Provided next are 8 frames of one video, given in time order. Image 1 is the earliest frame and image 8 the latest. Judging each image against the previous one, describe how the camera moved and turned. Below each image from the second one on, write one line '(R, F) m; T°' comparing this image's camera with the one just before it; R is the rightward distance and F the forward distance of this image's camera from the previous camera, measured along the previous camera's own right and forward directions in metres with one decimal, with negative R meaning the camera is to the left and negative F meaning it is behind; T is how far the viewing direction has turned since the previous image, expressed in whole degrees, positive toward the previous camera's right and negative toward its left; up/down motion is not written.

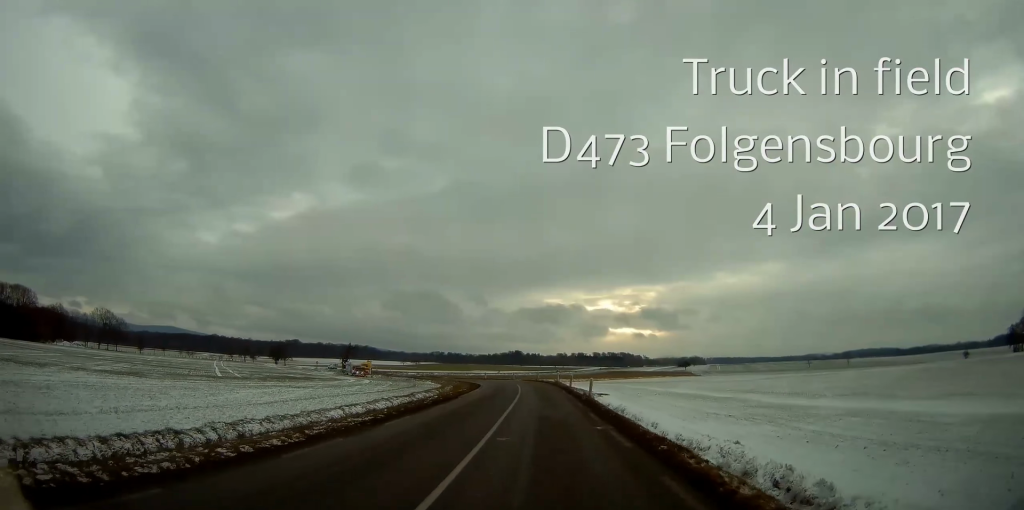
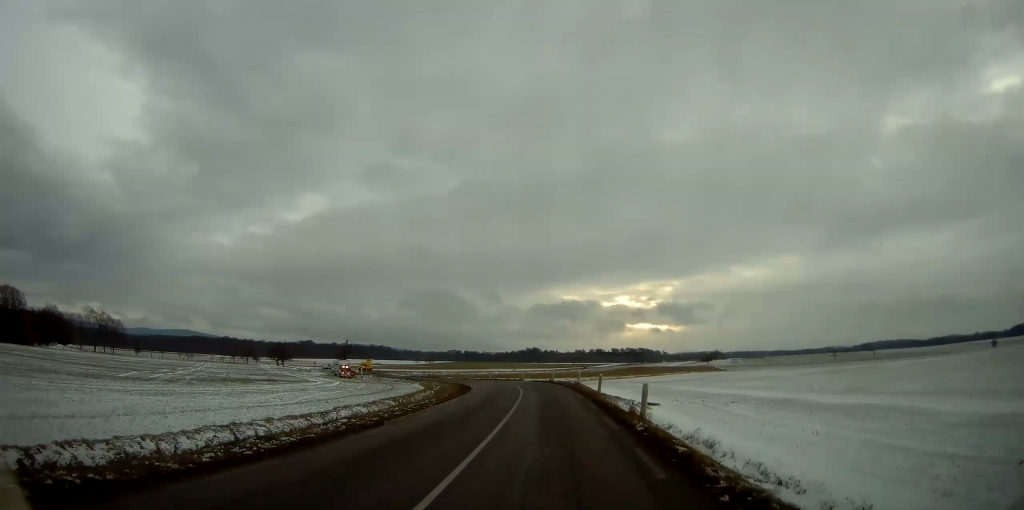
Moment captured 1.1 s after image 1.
(-0.3, +16.9) m; -2°
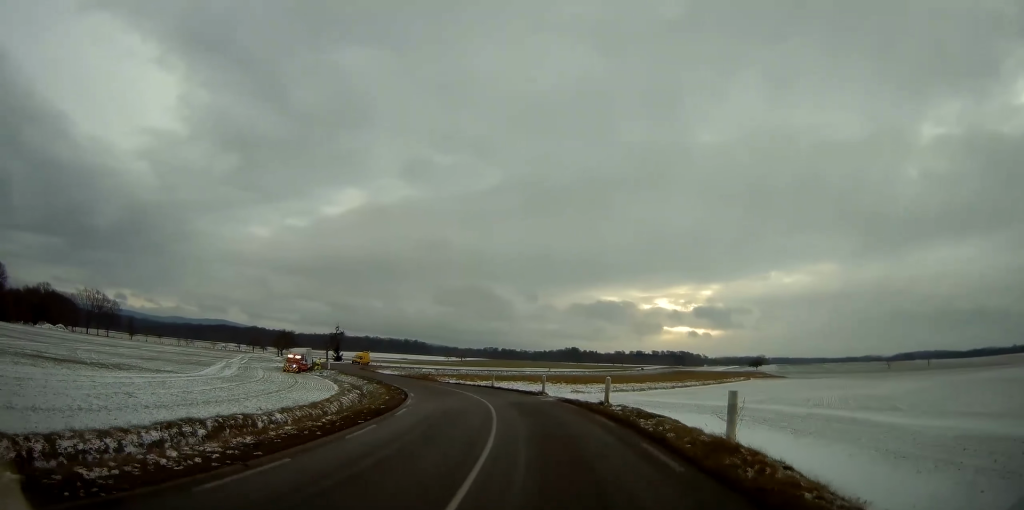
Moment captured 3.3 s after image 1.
(-1.0, +33.0) m; -5°
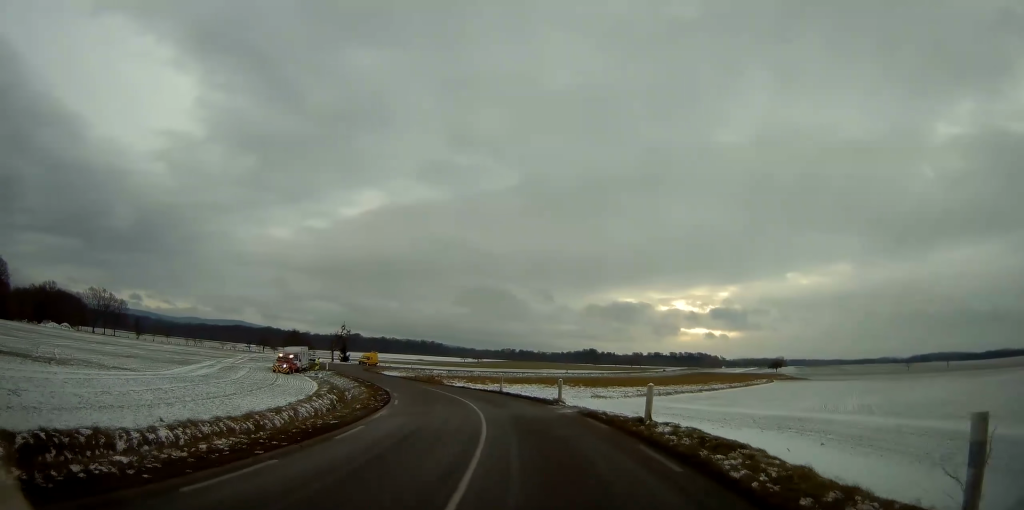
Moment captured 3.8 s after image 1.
(-0.1, +6.9) m; -2°
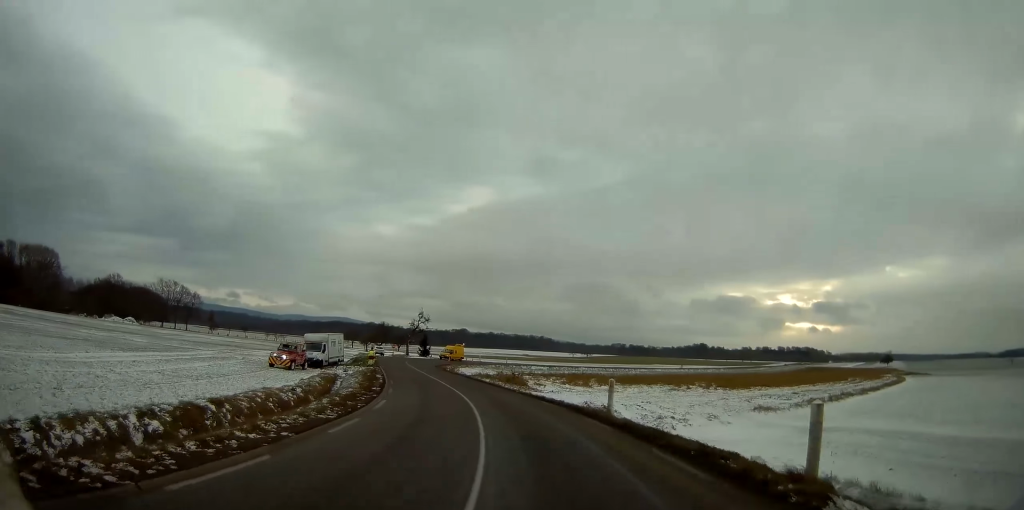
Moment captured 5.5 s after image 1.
(-1.7, +20.5) m; -12°
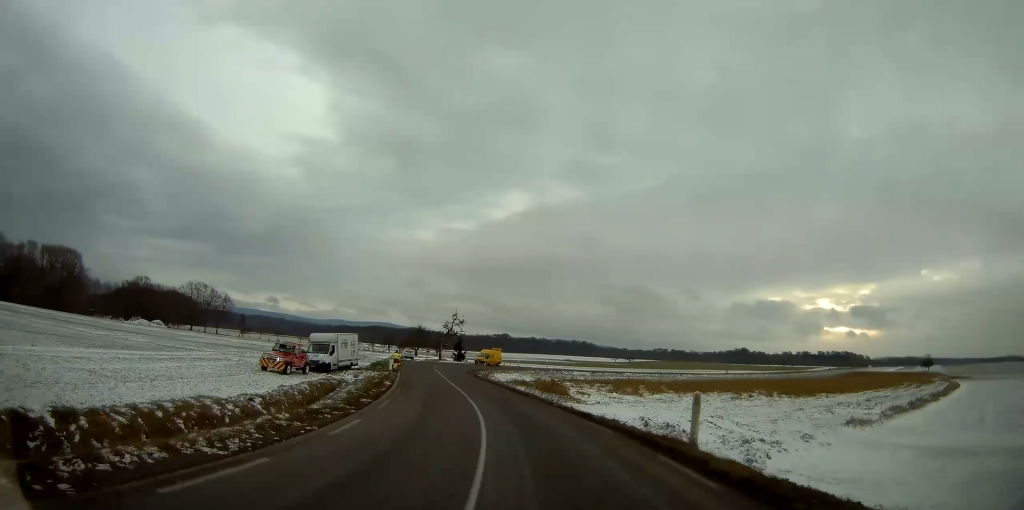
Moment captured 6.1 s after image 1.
(-0.3, +7.0) m; -5°
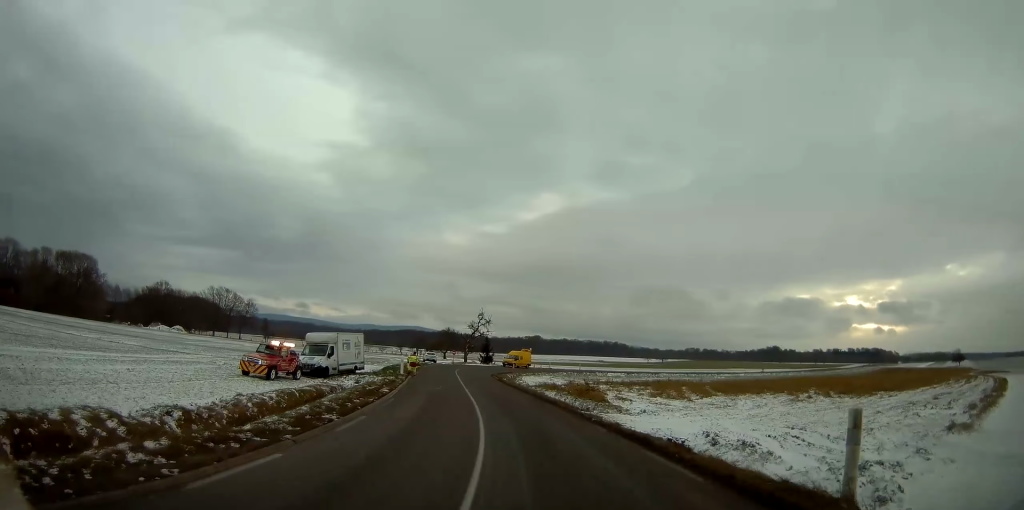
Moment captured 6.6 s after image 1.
(-0.2, +6.1) m; -4°
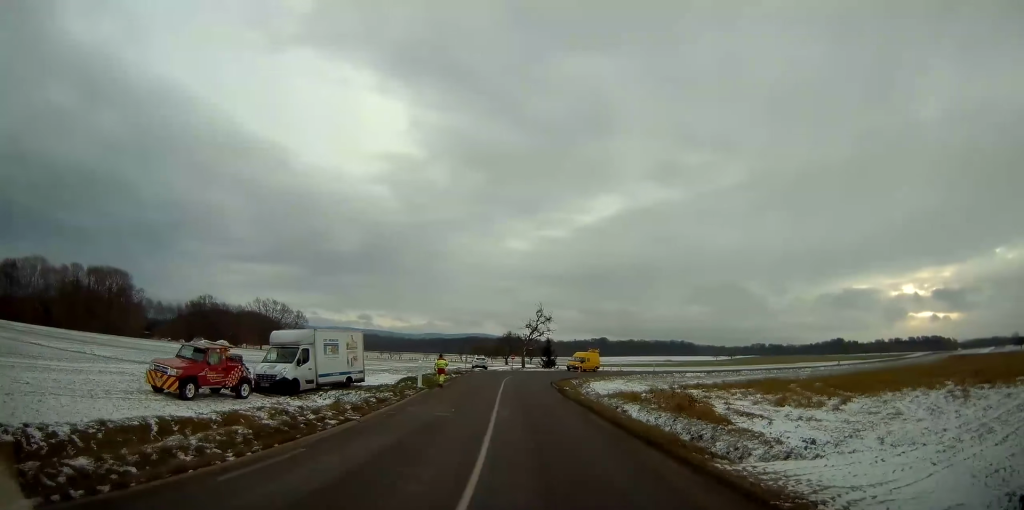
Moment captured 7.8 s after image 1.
(-0.7, +12.6) m; -6°
